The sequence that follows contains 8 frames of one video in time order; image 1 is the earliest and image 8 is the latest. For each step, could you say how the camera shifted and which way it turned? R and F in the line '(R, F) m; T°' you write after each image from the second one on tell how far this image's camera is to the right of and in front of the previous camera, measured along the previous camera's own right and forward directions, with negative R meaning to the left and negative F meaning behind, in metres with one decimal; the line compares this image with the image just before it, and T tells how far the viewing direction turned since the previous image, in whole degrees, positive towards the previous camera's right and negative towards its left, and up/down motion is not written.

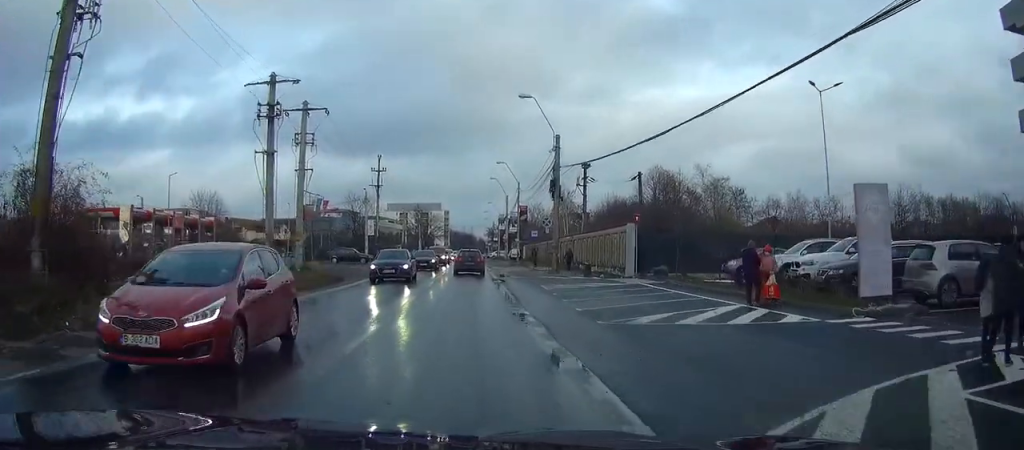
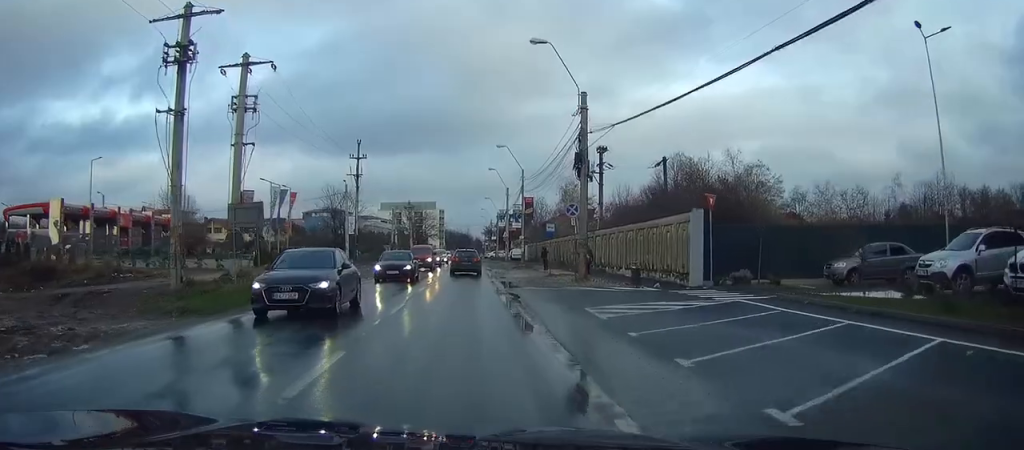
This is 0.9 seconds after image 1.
(0.0, +11.1) m; +1°
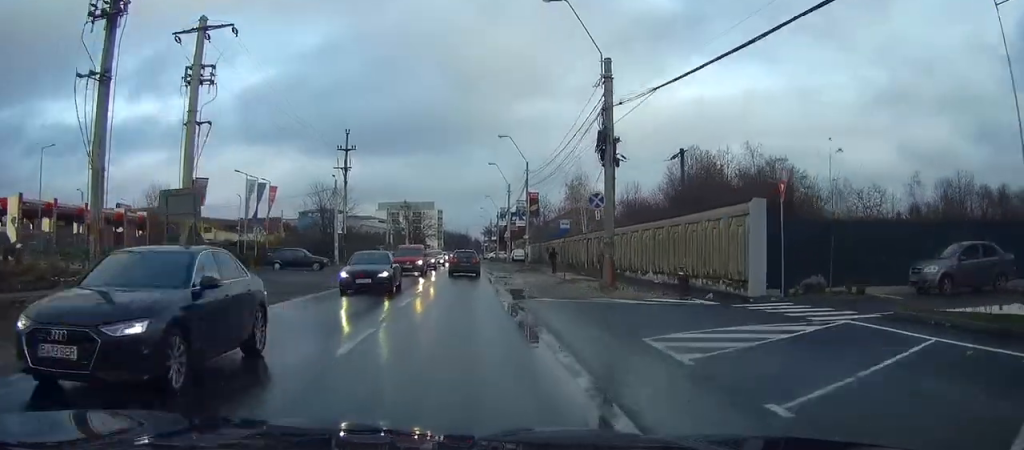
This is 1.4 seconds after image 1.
(+0.1, +5.8) m; 0°
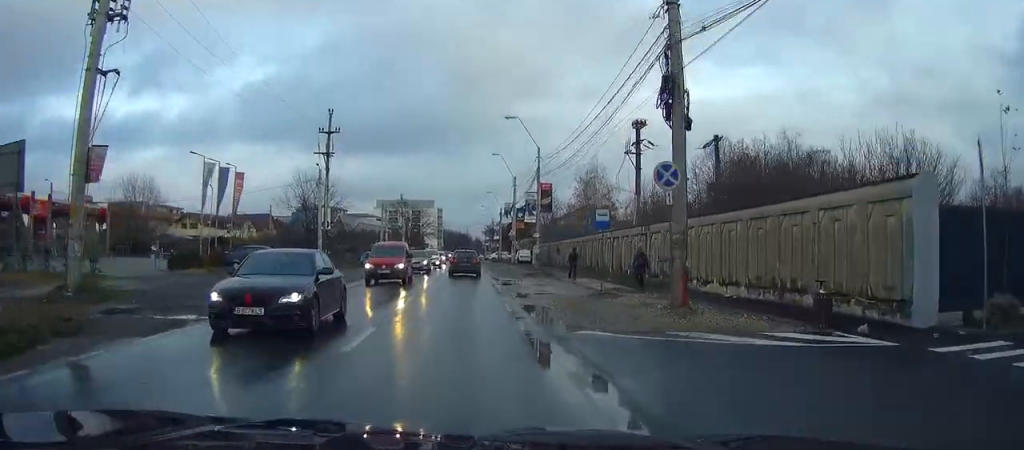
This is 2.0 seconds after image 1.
(+0.1, +8.3) m; 0°
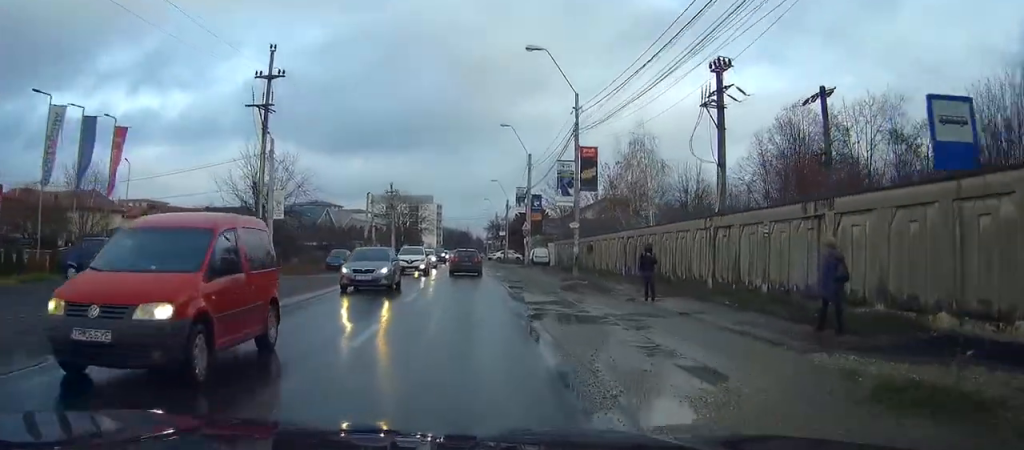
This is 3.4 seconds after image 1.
(-0.1, +16.6) m; -1°
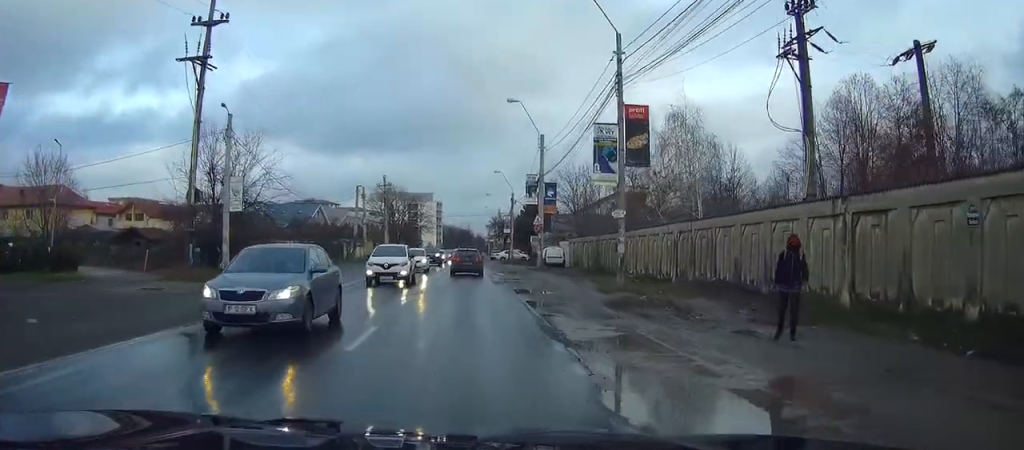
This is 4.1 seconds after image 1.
(0.0, +9.1) m; 0°
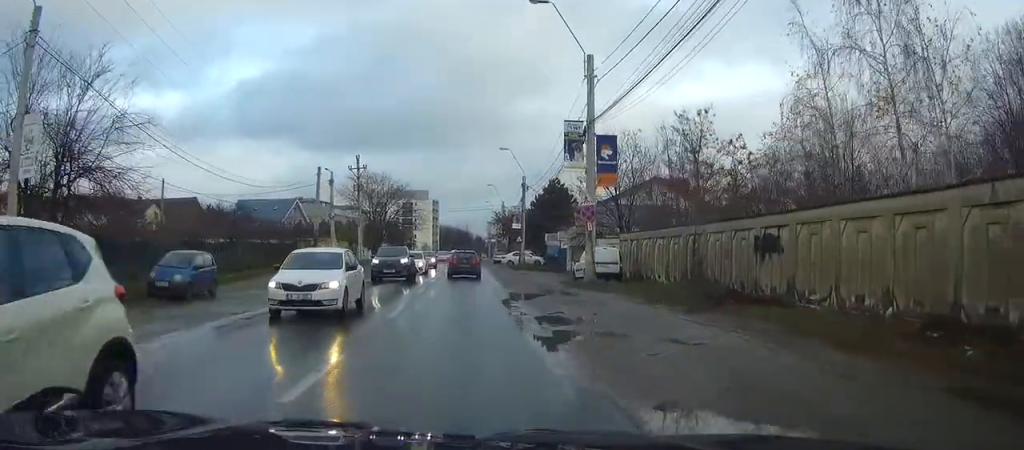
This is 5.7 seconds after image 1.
(+0.2, +20.3) m; 0°
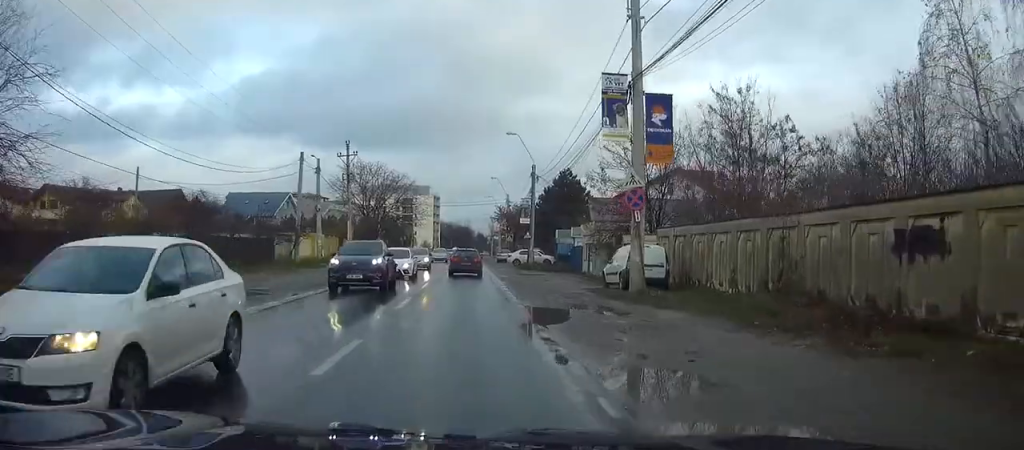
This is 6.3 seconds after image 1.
(-0.1, +7.4) m; 0°
